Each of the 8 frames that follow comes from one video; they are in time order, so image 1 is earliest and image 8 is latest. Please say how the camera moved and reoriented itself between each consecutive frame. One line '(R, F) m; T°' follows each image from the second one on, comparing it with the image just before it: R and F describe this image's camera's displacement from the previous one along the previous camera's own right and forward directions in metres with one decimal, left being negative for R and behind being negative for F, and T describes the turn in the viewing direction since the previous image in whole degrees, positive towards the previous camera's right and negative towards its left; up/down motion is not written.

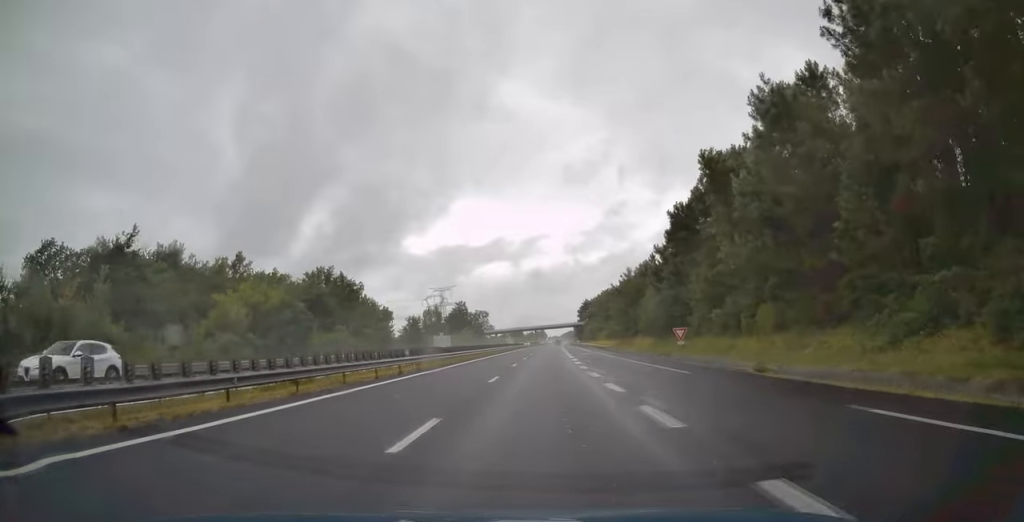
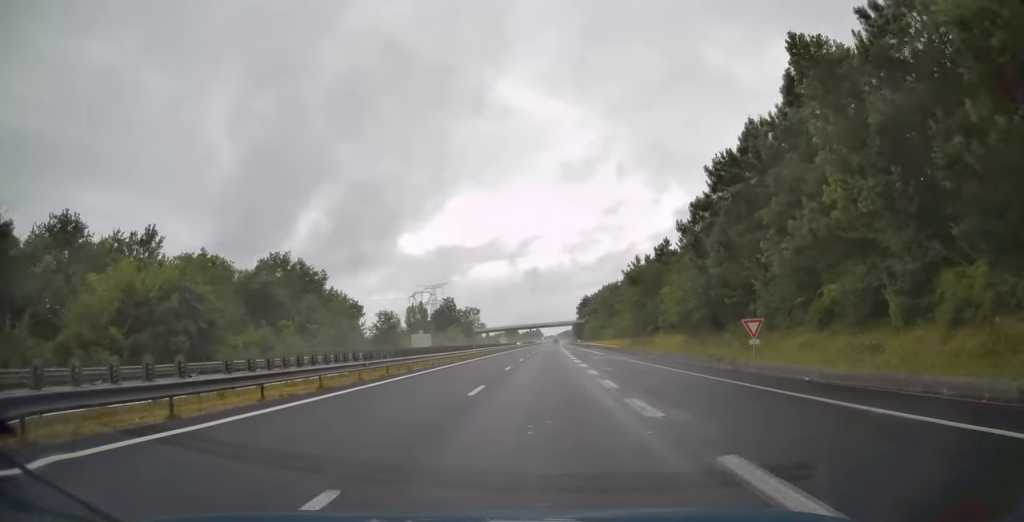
(0.0, +18.2) m; 0°
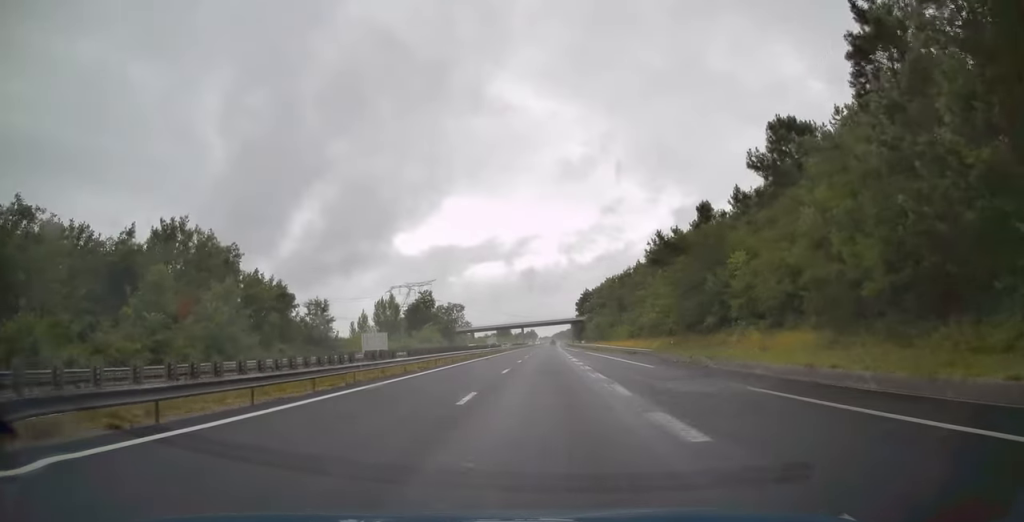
(+0.3, +28.5) m; +1°
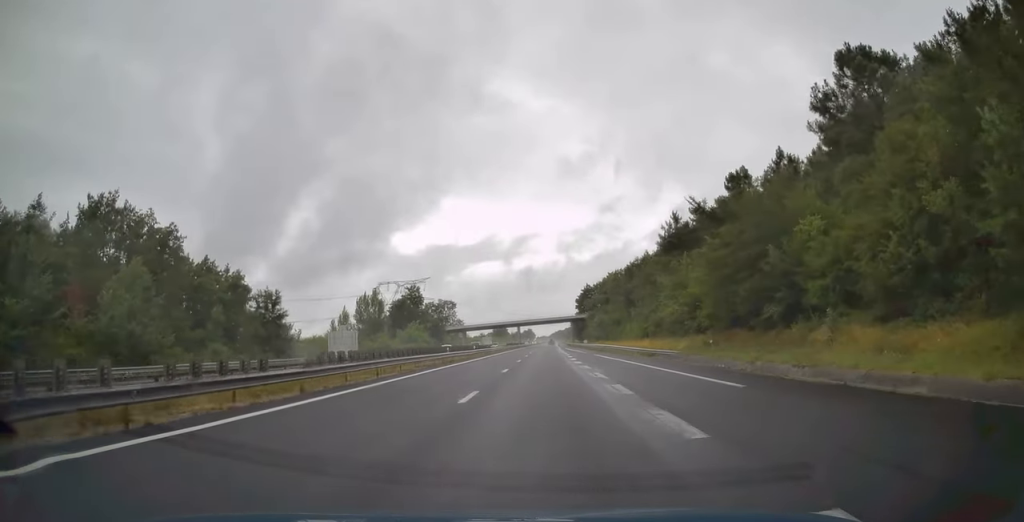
(0.0, +12.9) m; 0°
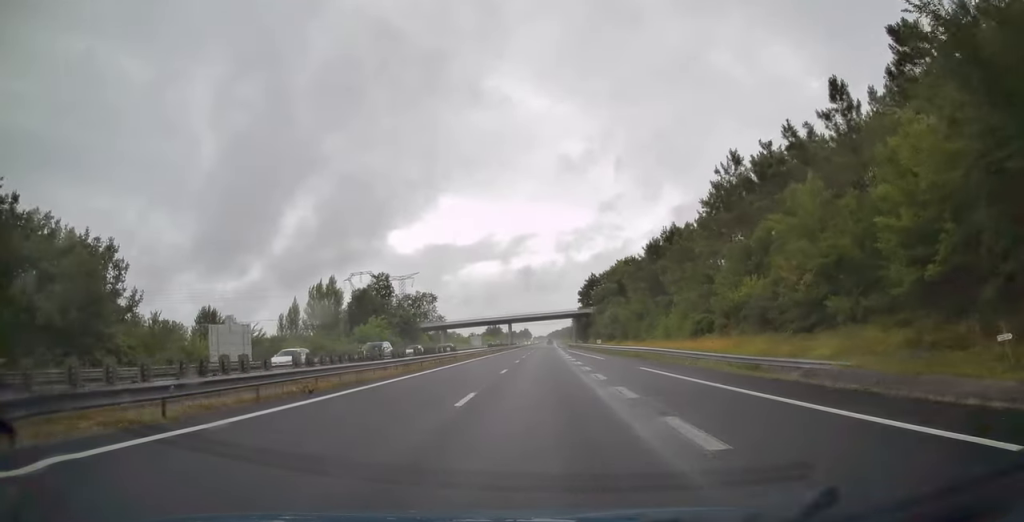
(+0.1, +26.9) m; 0°
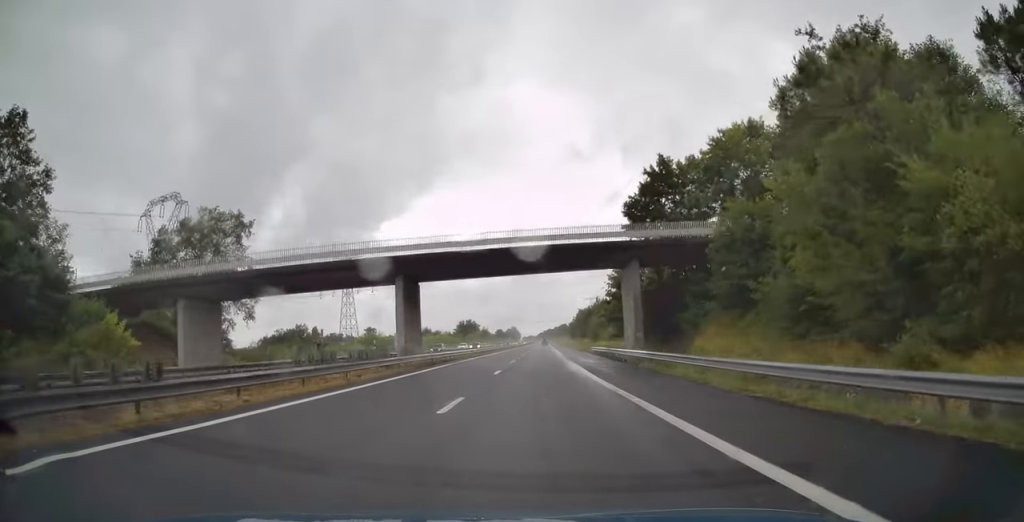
(+0.7, +92.8) m; +1°
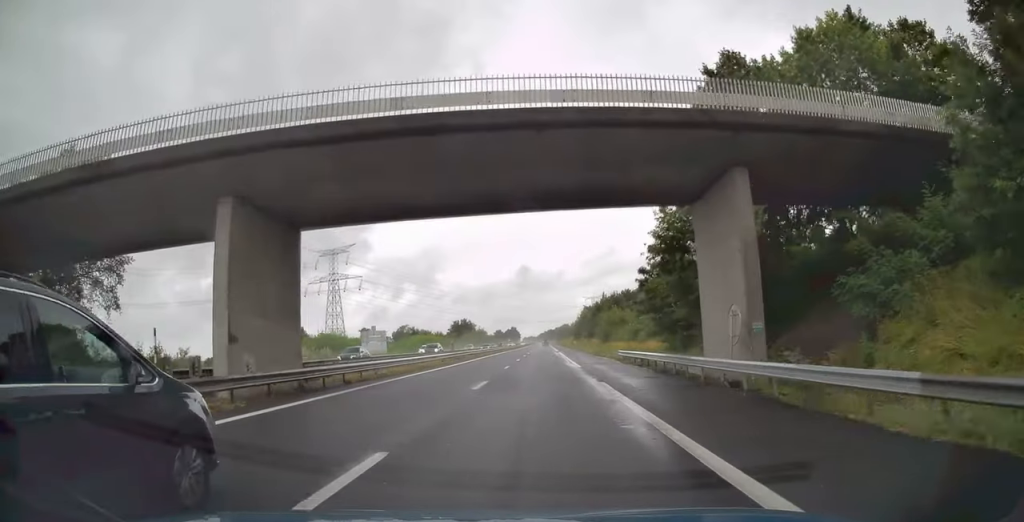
(0.0, +20.4) m; 0°
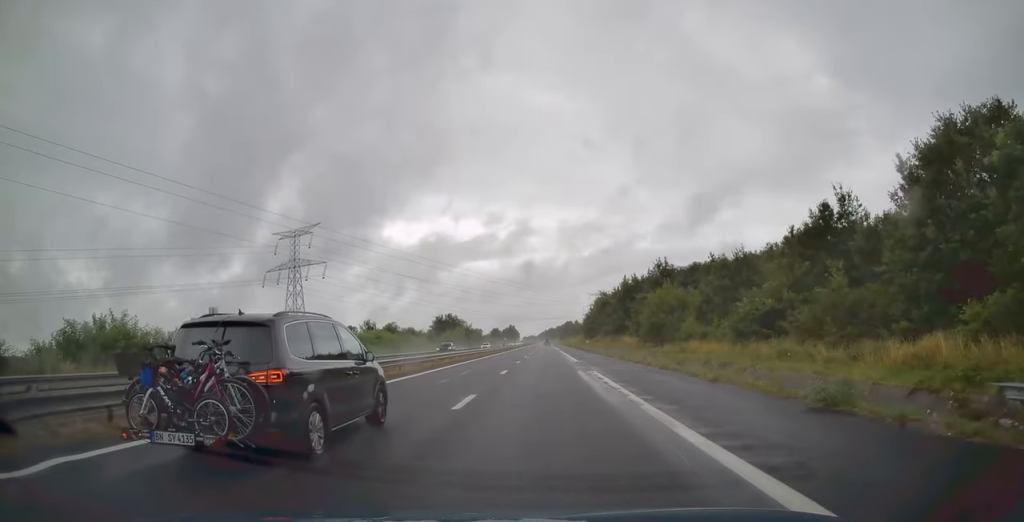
(+0.2, +44.6) m; 0°
